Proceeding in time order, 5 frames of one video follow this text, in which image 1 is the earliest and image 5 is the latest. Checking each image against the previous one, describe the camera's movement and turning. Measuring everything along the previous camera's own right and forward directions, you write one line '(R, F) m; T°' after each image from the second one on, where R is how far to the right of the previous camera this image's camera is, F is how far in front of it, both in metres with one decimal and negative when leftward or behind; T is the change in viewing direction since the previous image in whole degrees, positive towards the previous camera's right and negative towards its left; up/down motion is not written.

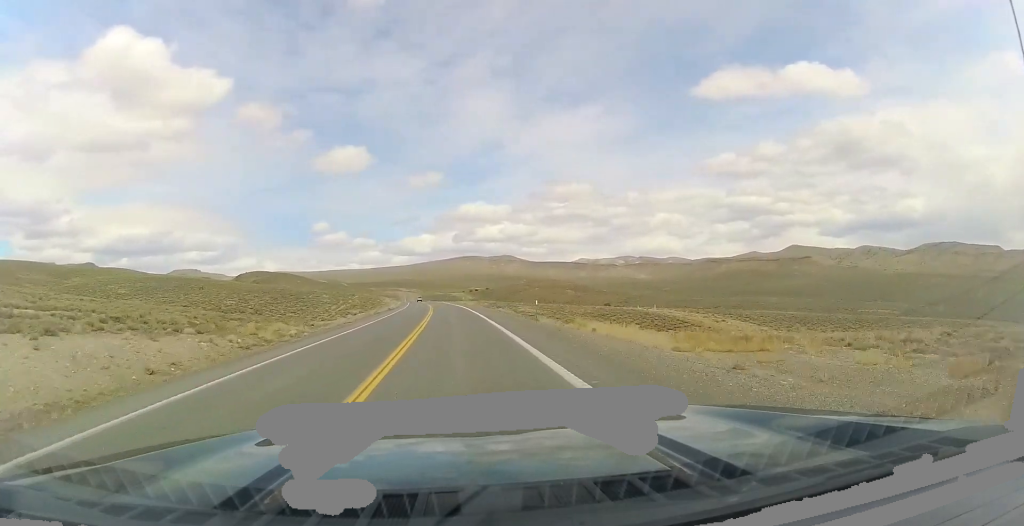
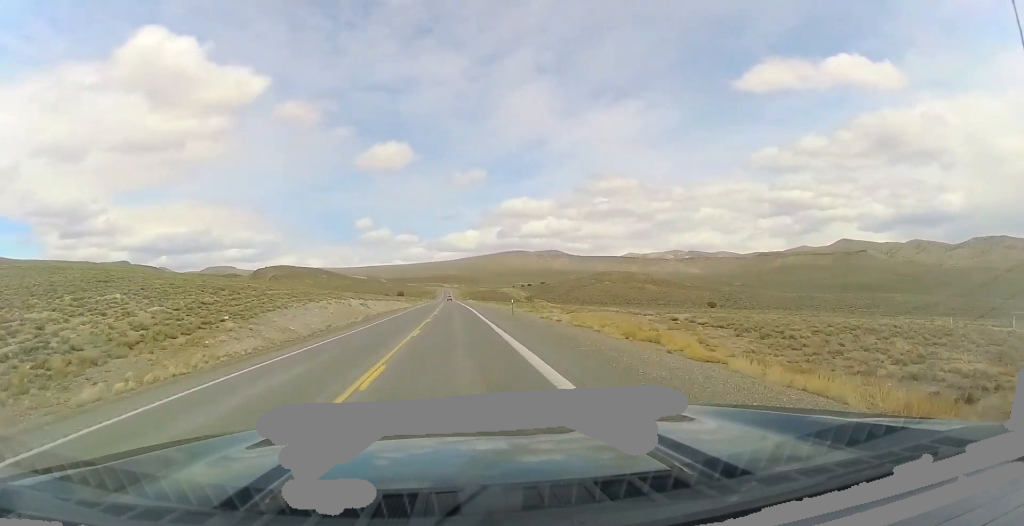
(-5.7, +97.6) m; -6°
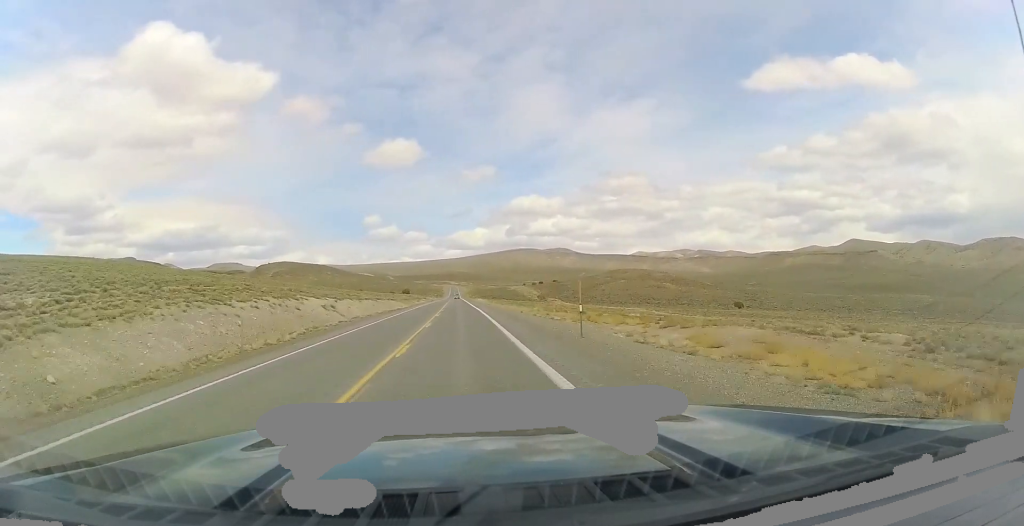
(-0.2, +19.9) m; 0°
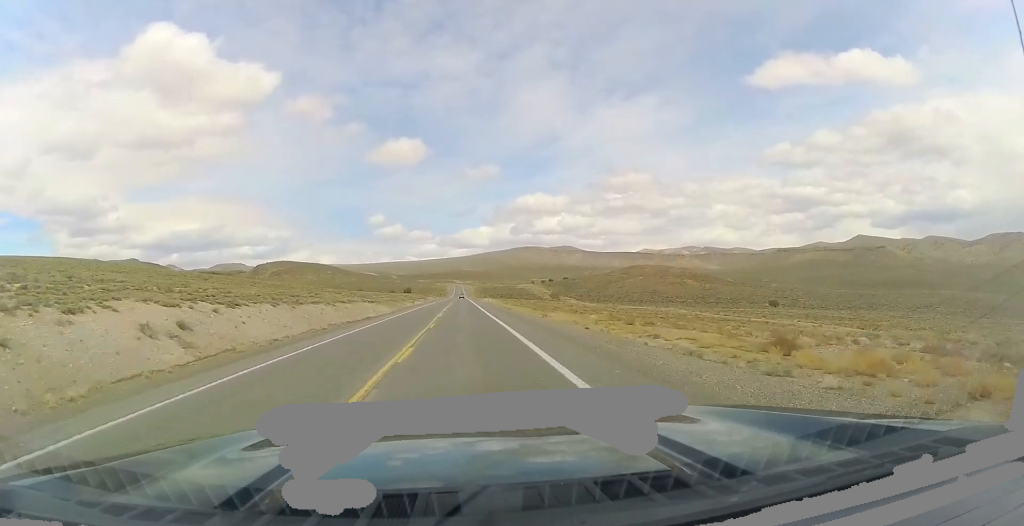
(0.0, +25.9) m; 0°
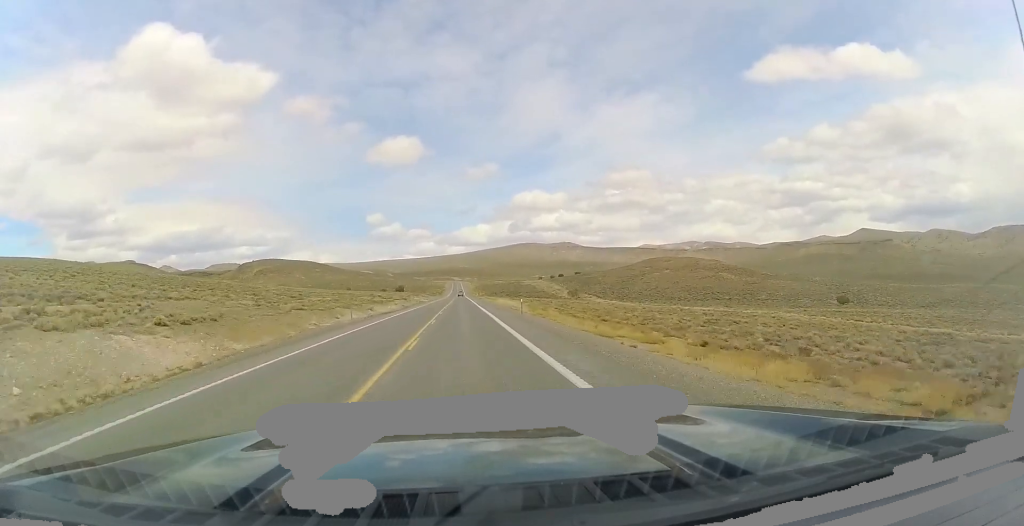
(0.0, +47.4) m; 0°
